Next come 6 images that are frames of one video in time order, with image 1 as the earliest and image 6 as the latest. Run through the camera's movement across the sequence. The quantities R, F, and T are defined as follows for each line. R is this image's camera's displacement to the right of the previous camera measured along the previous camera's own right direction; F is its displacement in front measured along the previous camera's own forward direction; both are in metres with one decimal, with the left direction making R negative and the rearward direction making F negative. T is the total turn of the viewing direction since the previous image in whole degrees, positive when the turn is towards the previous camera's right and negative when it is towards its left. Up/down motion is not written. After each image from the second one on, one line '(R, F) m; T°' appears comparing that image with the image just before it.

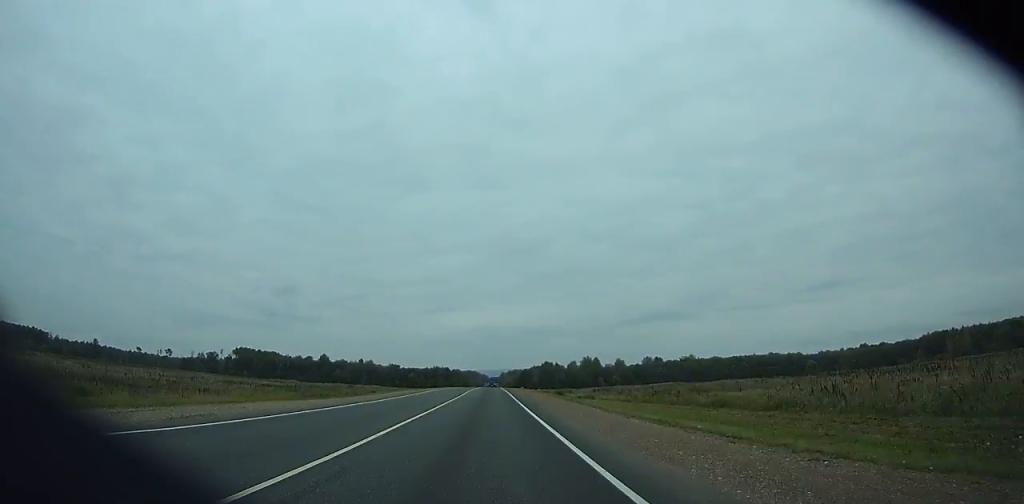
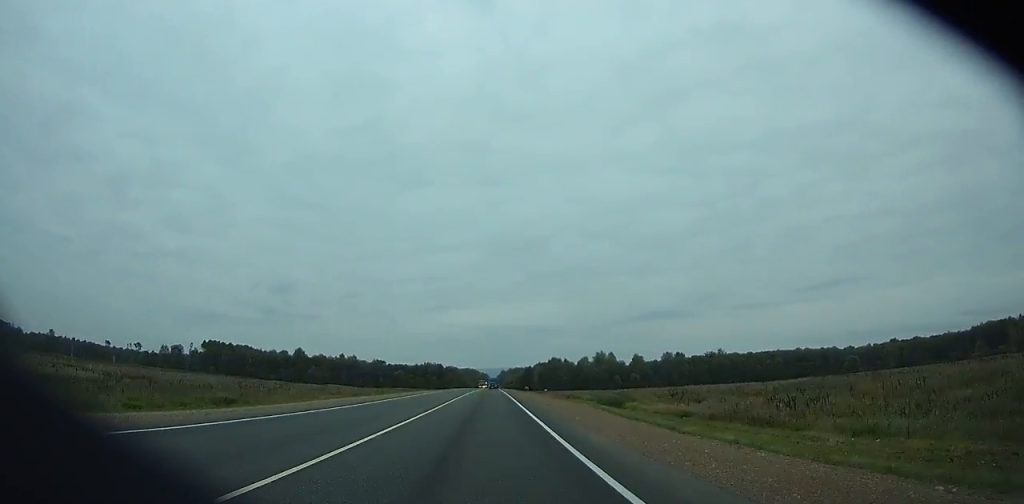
(-0.1, +57.4) m; 0°
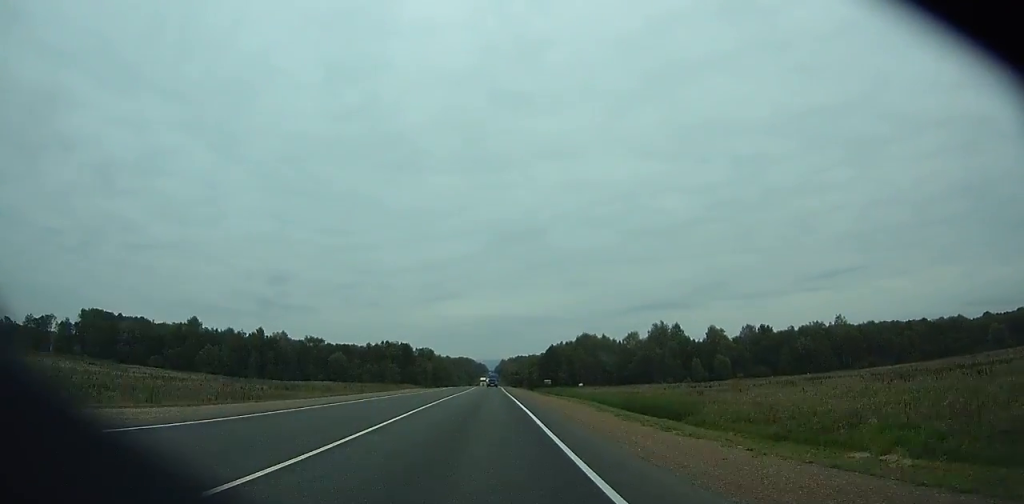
(-0.2, +144.5) m; 0°
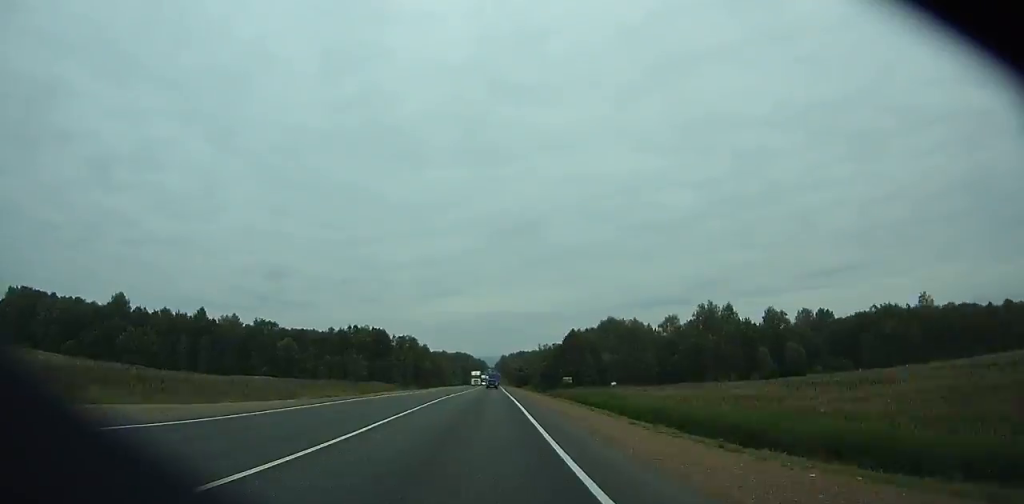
(-0.1, +57.1) m; 0°
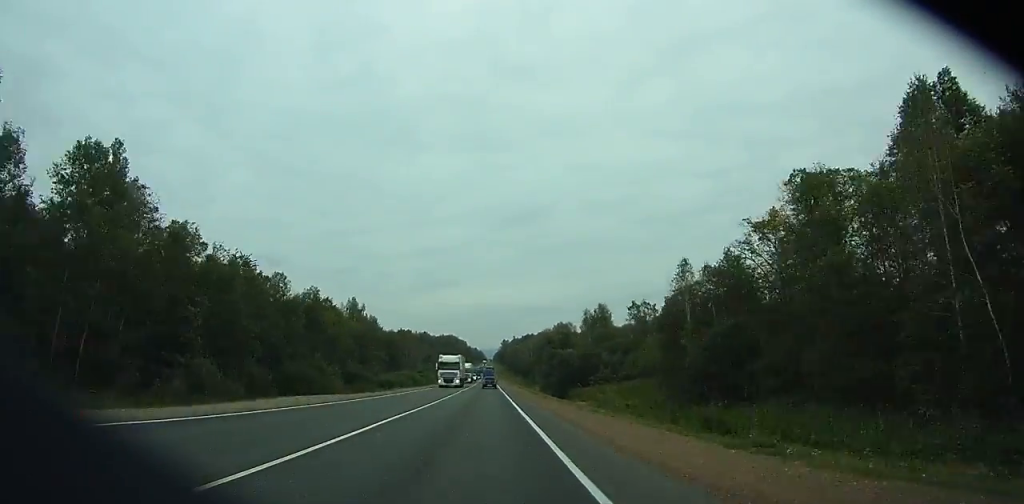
(-0.3, +190.8) m; 0°
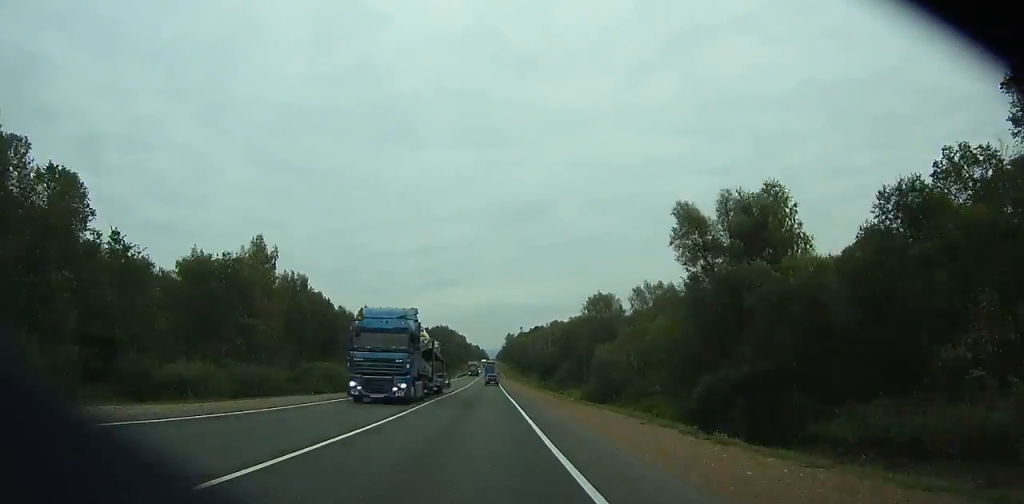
(+0.3, +81.7) m; 0°
